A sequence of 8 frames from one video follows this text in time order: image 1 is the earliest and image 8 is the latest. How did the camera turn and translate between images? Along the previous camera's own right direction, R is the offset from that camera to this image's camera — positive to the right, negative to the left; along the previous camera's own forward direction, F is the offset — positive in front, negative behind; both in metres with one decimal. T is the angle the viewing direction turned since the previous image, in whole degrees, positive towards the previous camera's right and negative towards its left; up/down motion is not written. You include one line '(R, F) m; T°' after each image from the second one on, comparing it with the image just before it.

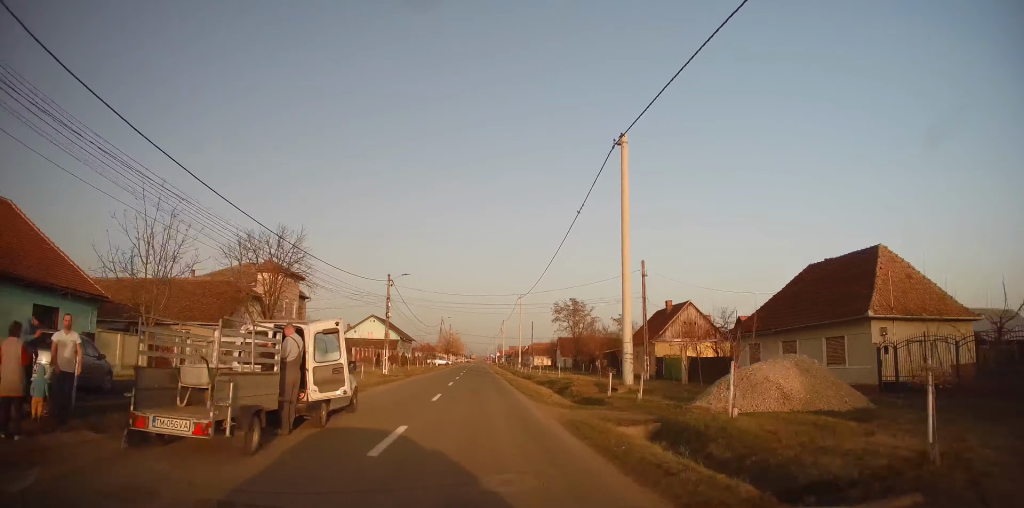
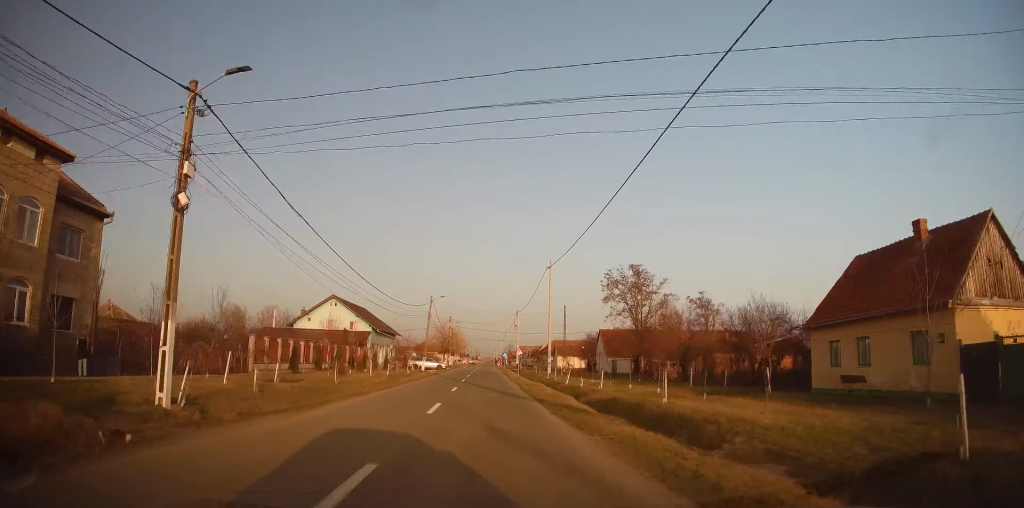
(-1.0, +31.1) m; -2°
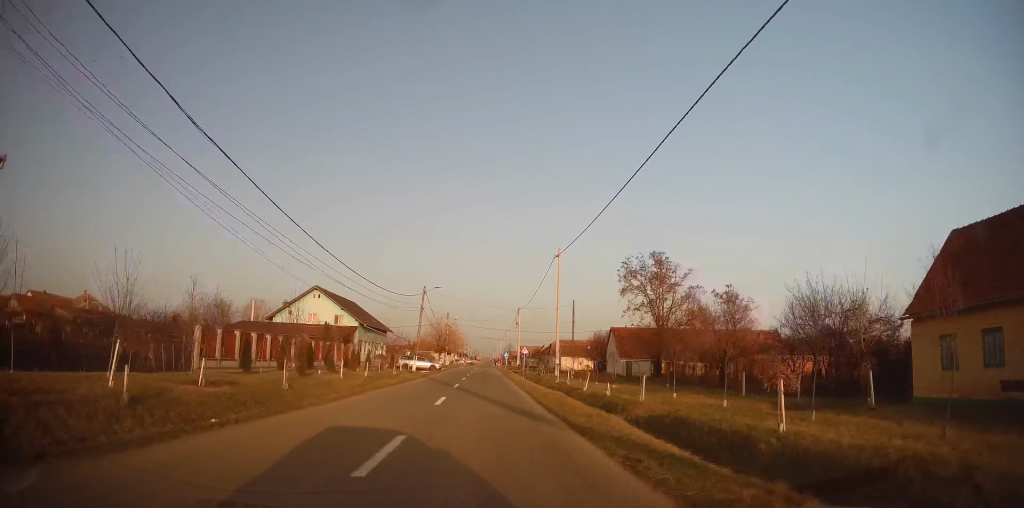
(+0.1, +7.0) m; 0°
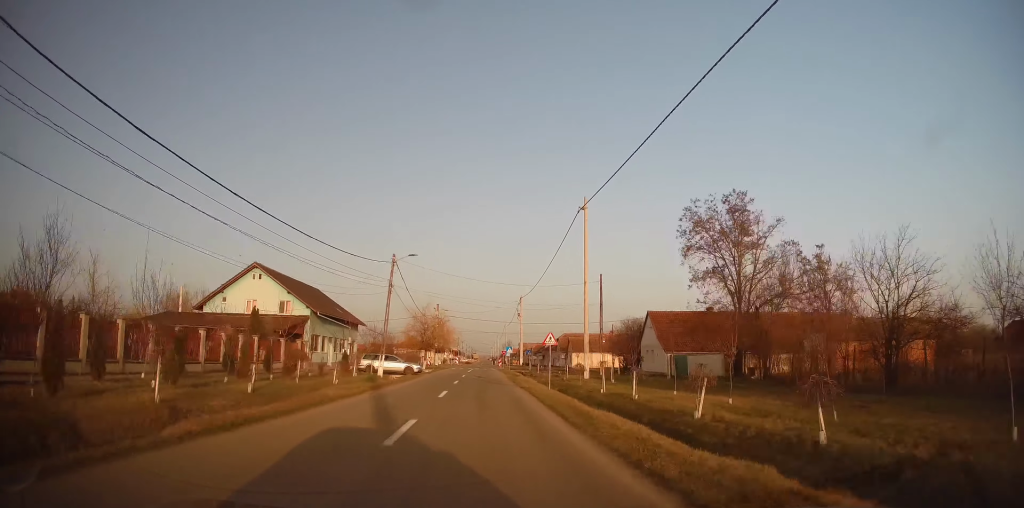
(+0.4, +16.3) m; +1°
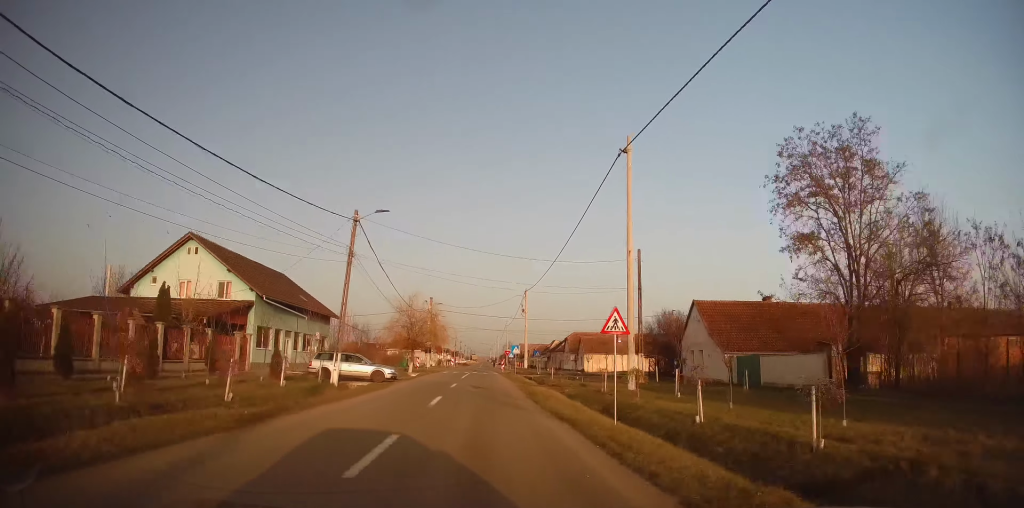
(0.0, +11.6) m; 0°
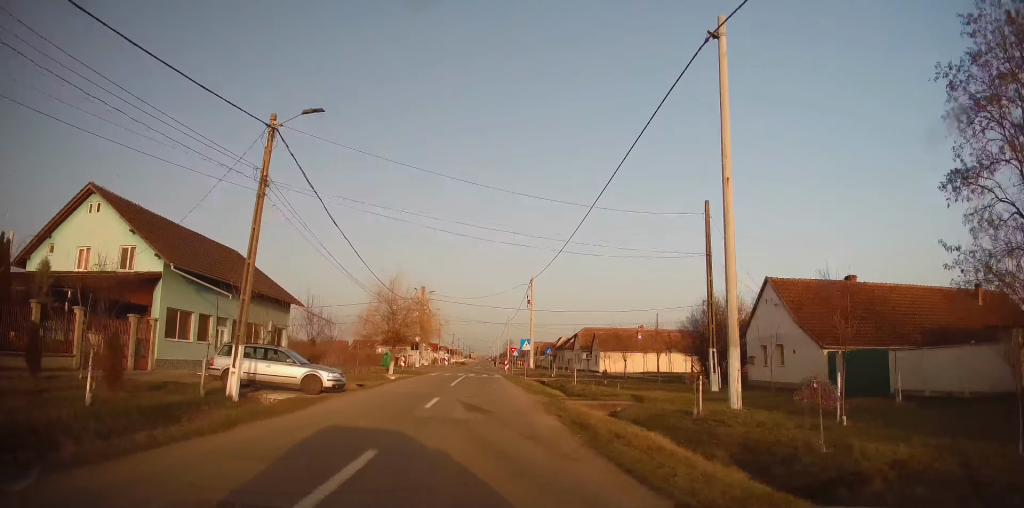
(-0.1, +11.0) m; -1°
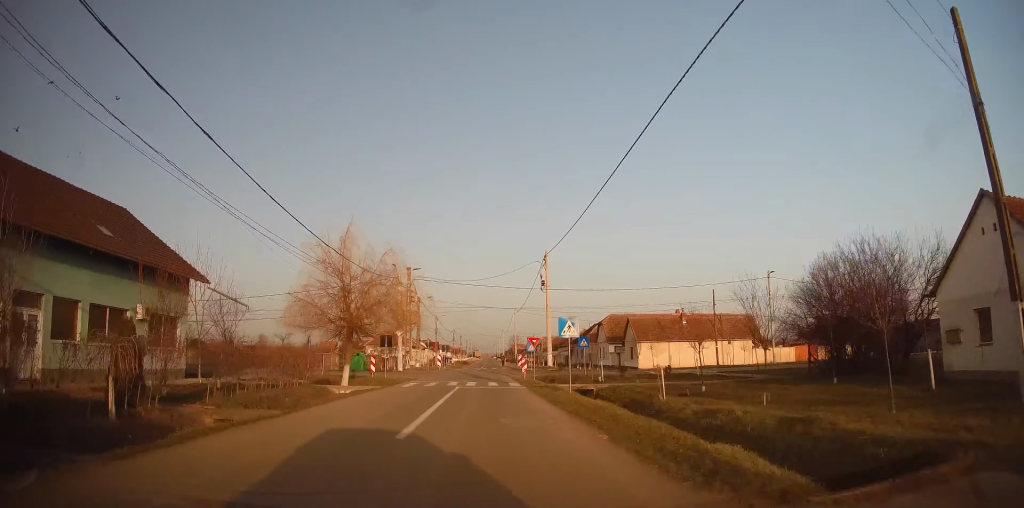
(-0.1, +15.9) m; +1°
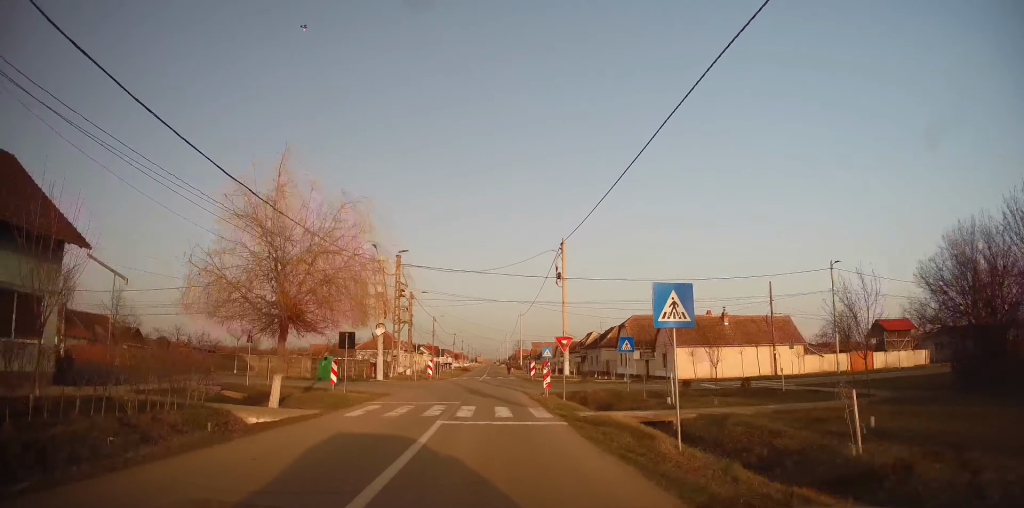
(+0.4, +10.8) m; -1°
